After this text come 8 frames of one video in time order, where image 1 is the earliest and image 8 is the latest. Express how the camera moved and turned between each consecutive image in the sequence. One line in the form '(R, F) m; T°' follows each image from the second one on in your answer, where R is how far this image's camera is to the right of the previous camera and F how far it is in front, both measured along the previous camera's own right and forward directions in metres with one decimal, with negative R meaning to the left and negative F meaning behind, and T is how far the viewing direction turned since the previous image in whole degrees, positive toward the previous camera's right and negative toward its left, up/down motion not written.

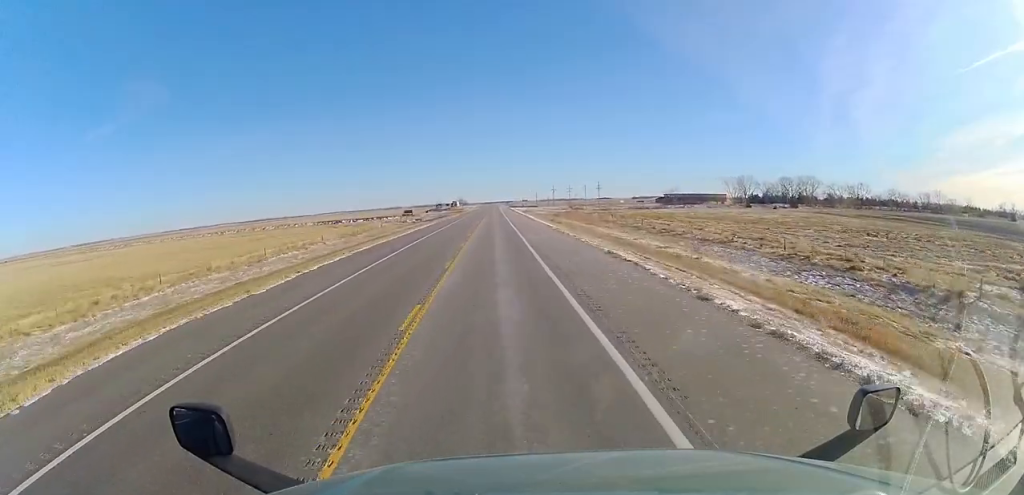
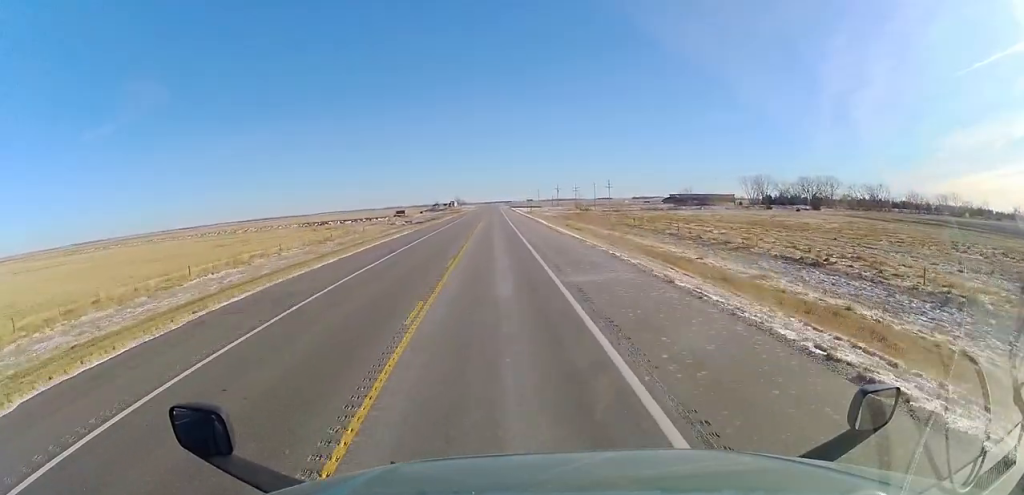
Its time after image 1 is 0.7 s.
(+0.2, +18.9) m; -1°
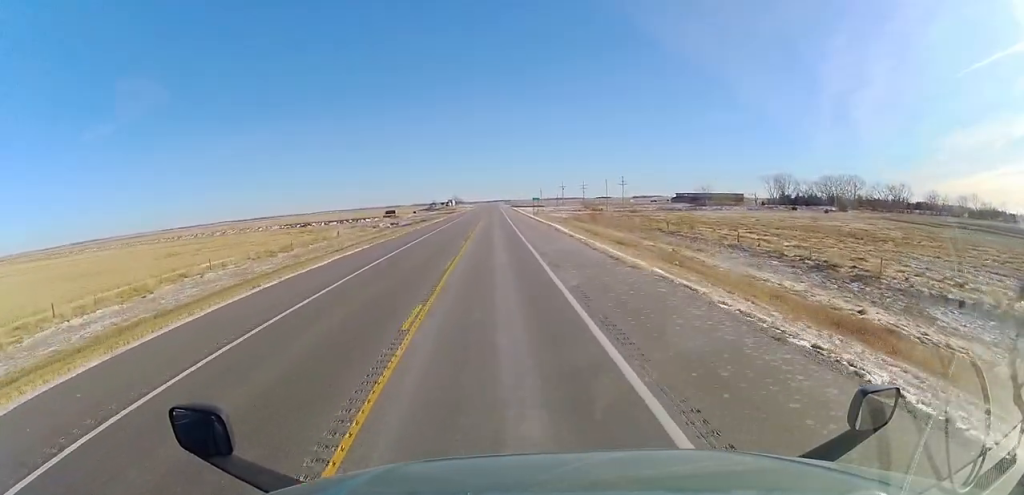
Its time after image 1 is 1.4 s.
(-0.2, +19.9) m; 0°
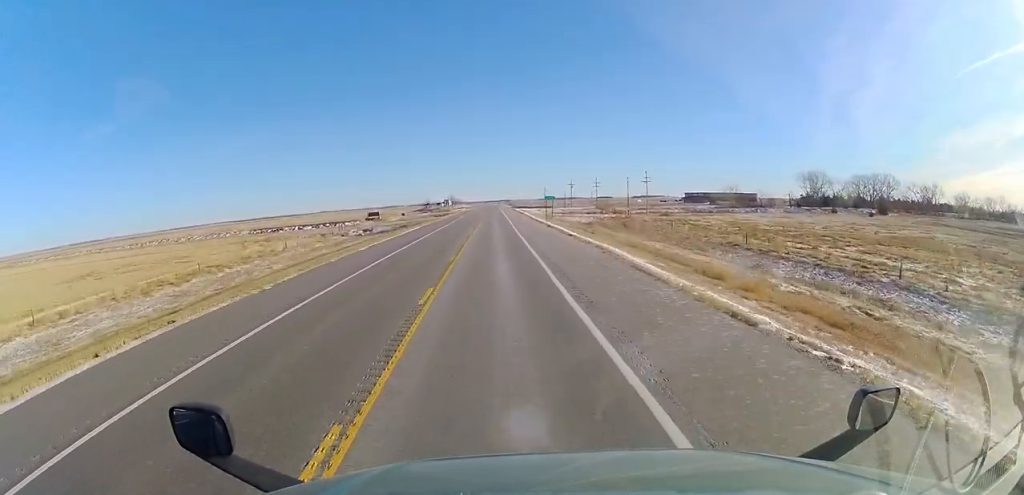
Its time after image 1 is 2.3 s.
(-0.1, +26.5) m; 0°
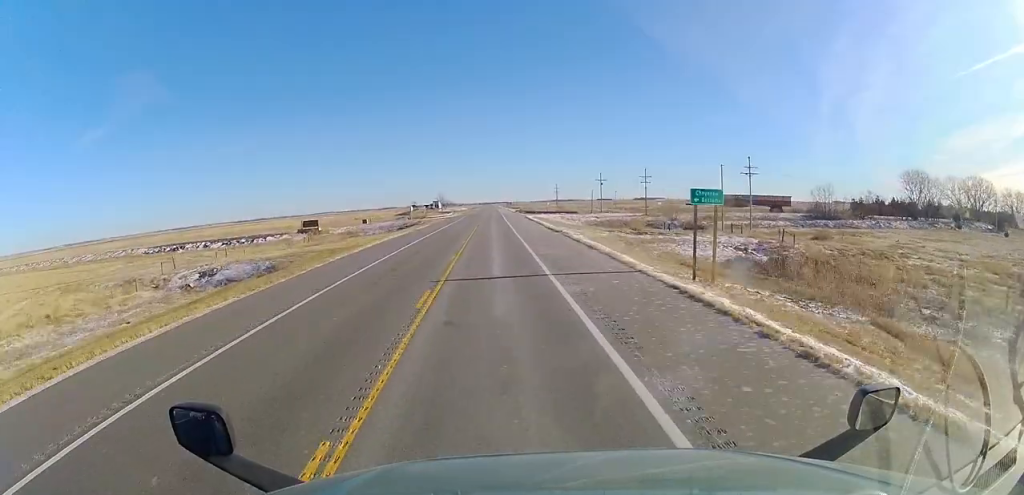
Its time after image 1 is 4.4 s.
(+0.6, +58.5) m; 0°
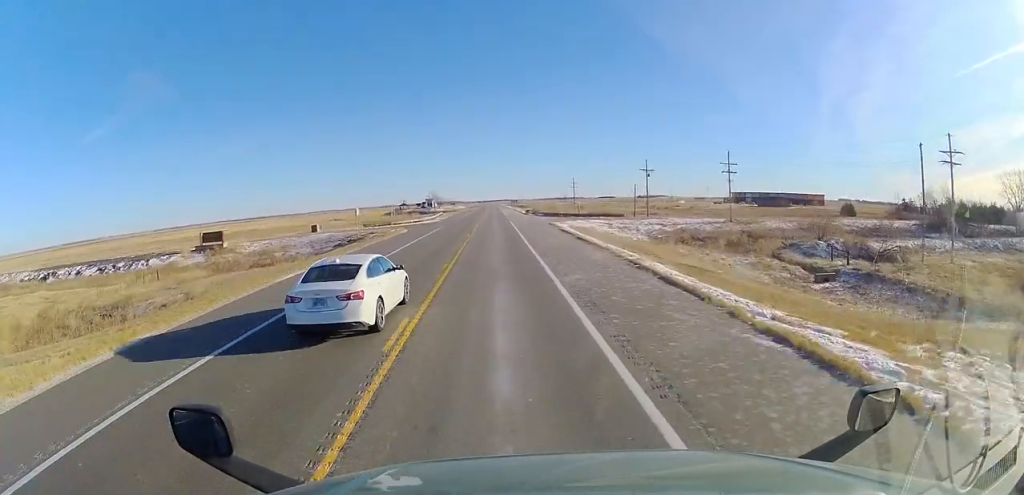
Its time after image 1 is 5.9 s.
(+0.1, +42.5) m; -1°
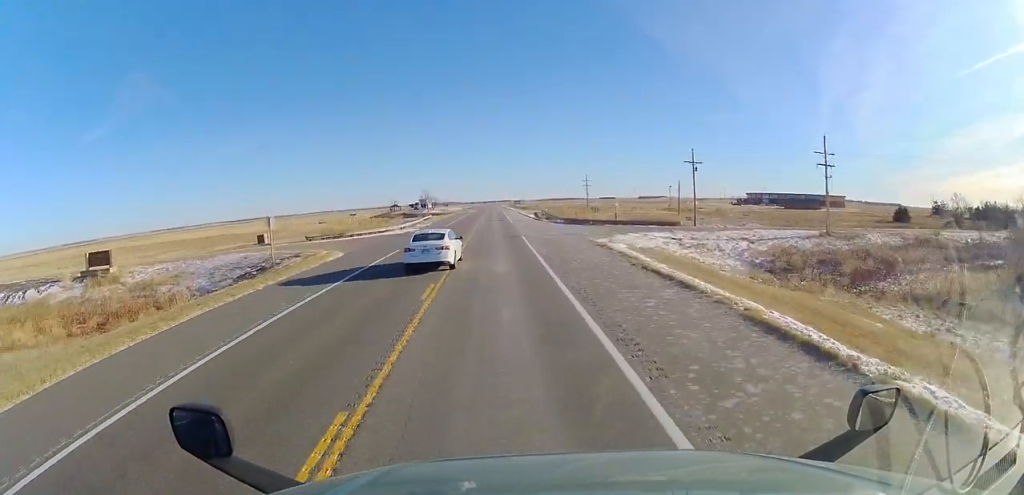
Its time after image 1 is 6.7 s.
(-0.3, +24.6) m; 0°
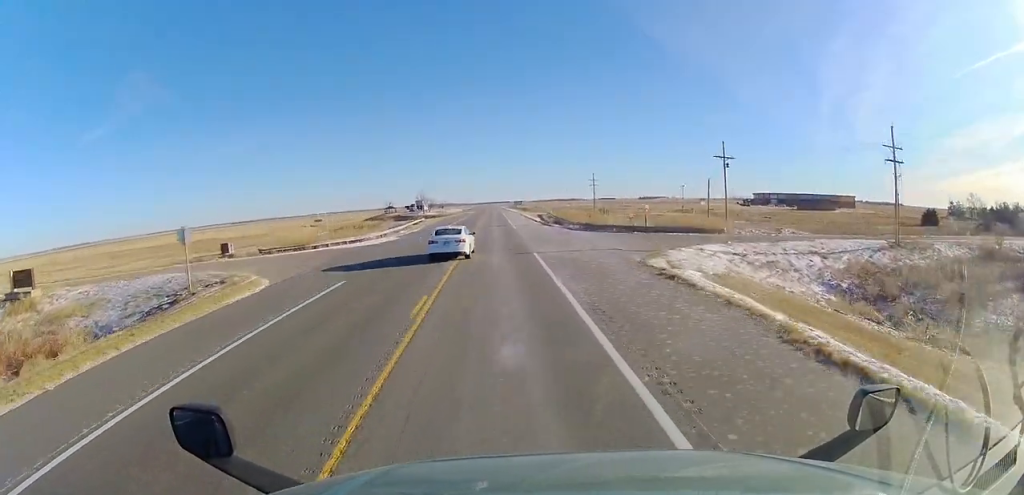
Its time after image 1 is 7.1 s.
(0.0, +11.3) m; 0°
